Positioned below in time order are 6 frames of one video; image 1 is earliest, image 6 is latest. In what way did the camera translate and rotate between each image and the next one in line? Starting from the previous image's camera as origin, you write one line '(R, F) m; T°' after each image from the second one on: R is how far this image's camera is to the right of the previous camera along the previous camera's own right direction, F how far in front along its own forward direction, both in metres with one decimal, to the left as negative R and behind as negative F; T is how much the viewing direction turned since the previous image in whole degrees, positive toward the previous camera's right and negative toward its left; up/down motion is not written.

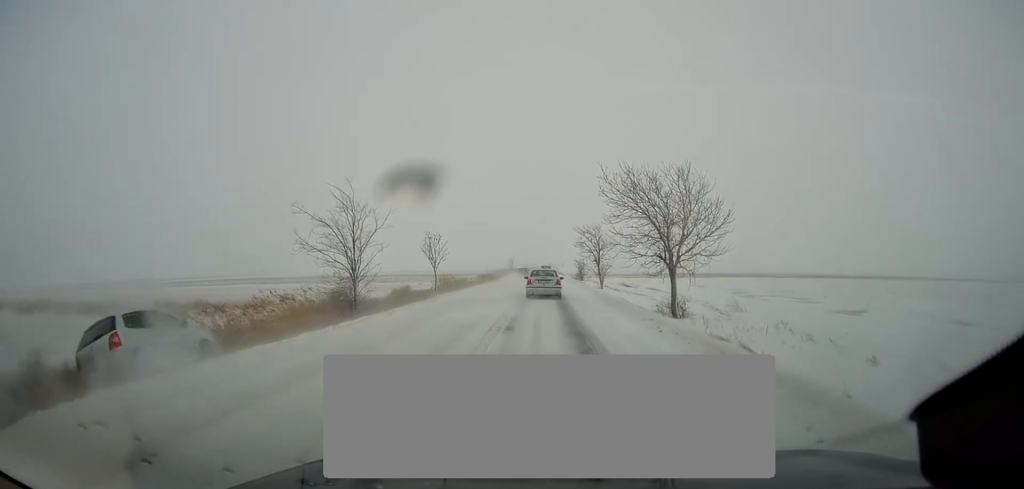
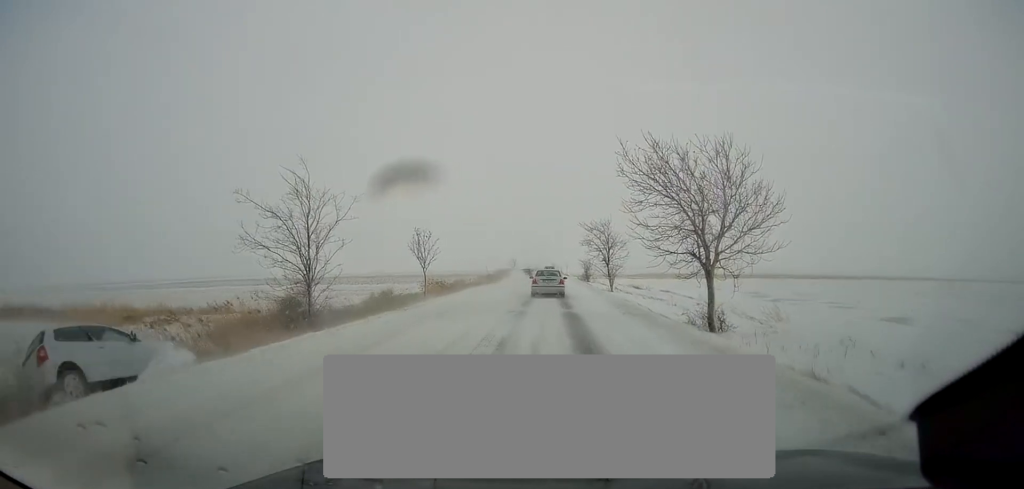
(0.0, +5.3) m; 0°
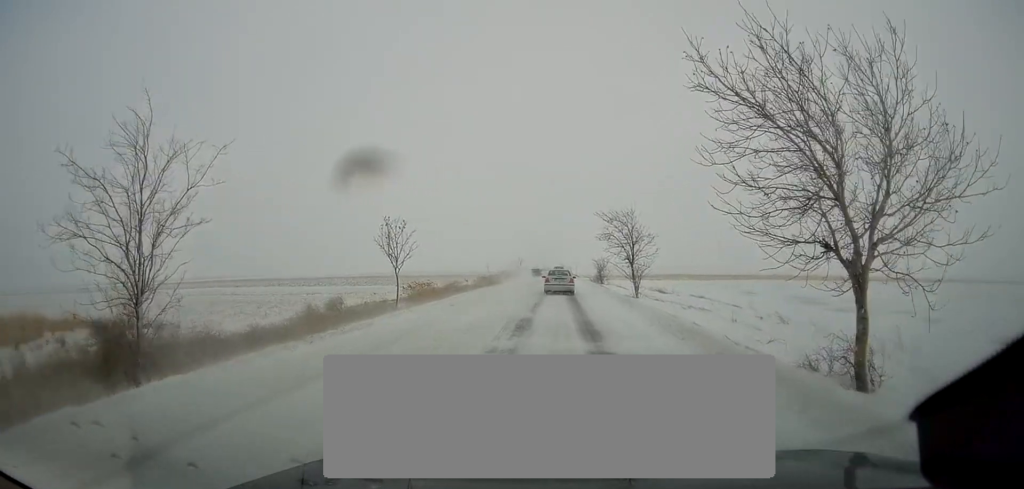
(0.0, +9.7) m; -1°
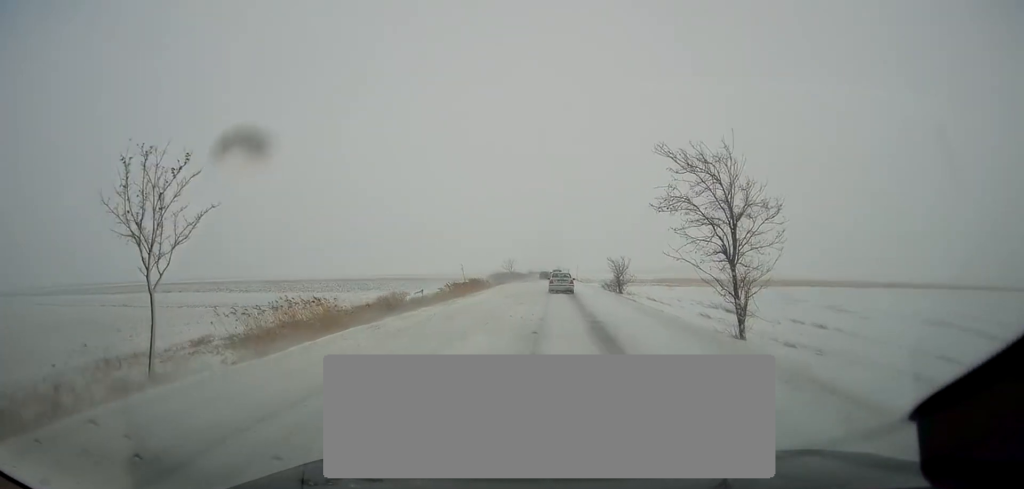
(-0.7, +20.8) m; -1°
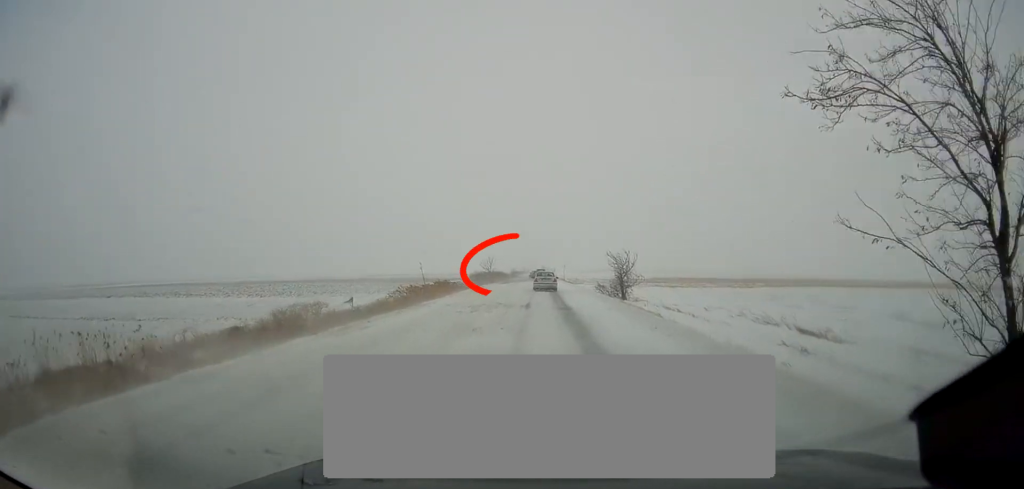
(+0.4, +11.7) m; +3°
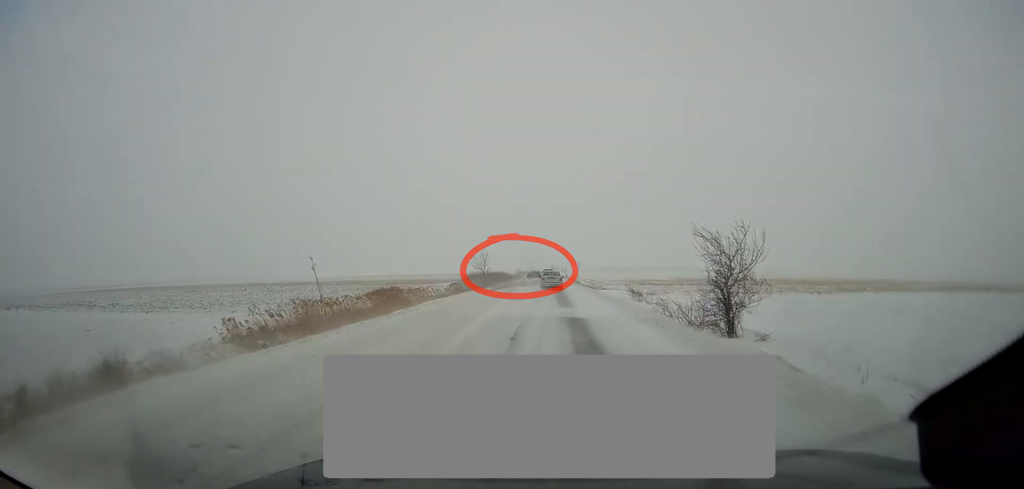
(-0.1, +21.5) m; -2°
